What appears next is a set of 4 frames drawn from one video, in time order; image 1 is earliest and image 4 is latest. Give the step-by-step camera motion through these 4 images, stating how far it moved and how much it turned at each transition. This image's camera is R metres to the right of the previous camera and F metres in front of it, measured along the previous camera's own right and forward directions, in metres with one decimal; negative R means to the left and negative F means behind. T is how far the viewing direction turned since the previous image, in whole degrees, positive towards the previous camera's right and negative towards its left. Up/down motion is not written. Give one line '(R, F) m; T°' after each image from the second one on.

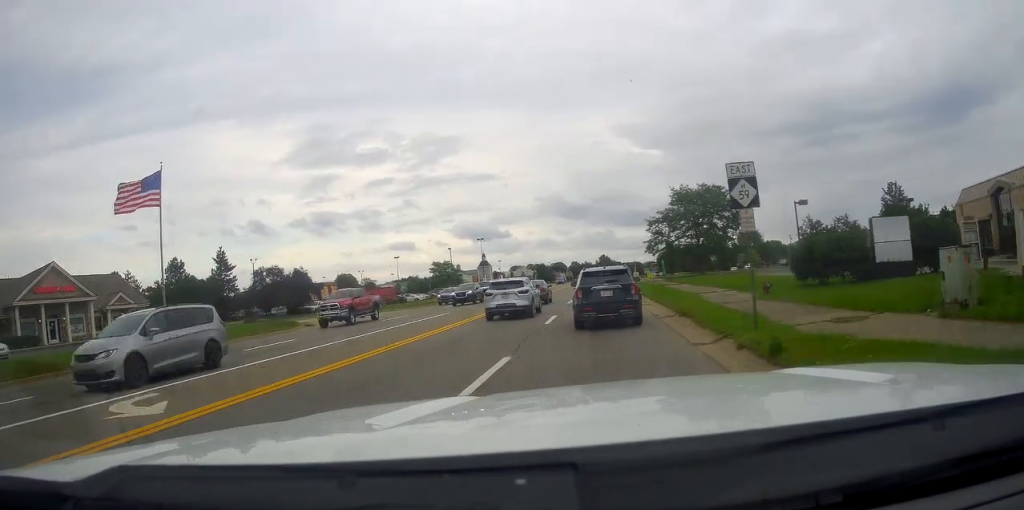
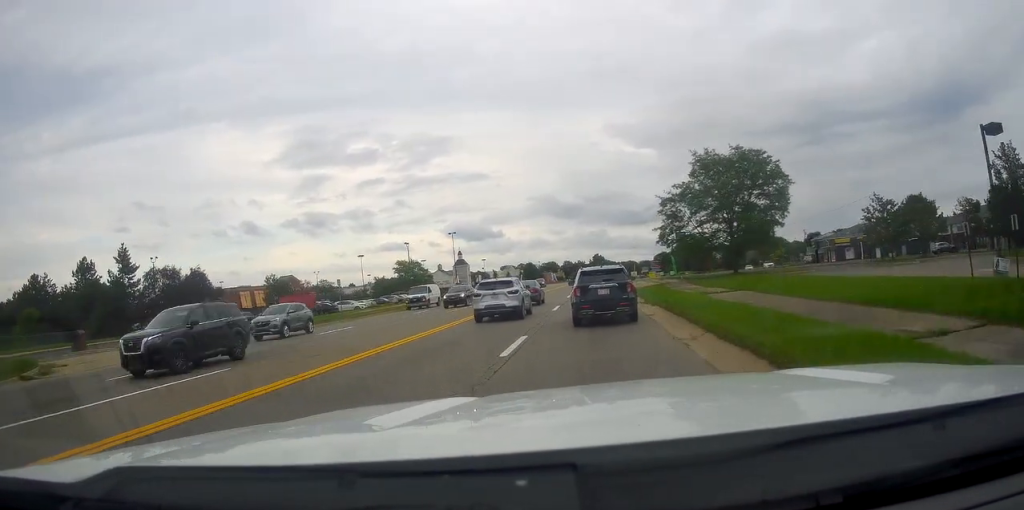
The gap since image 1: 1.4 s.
(-0.1, +21.0) m; -2°
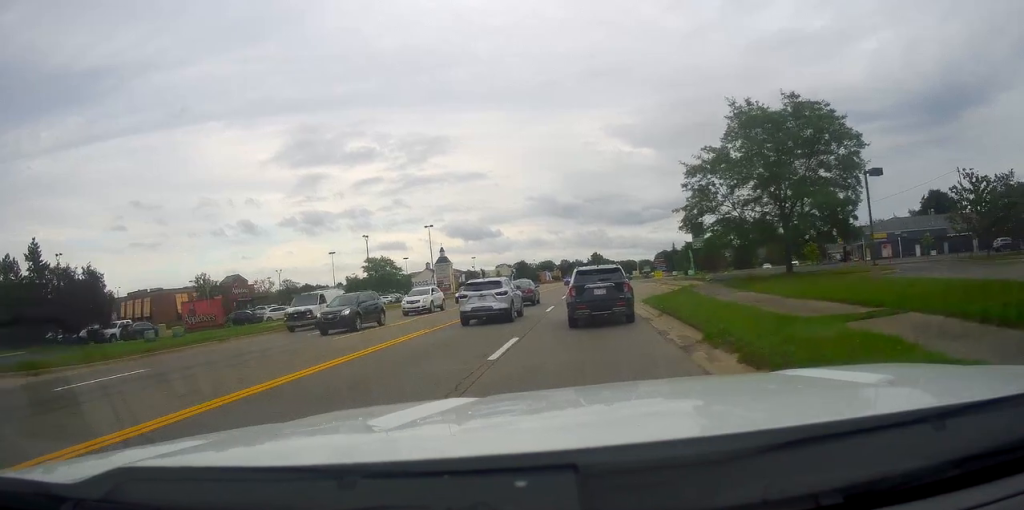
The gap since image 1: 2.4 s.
(-0.4, +15.4) m; +1°
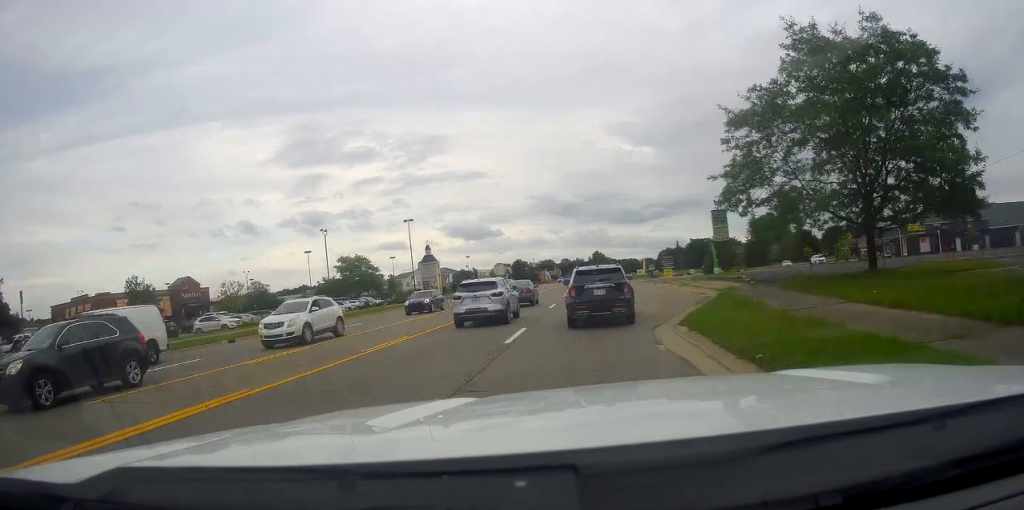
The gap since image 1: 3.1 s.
(+0.5, +12.3) m; +2°
